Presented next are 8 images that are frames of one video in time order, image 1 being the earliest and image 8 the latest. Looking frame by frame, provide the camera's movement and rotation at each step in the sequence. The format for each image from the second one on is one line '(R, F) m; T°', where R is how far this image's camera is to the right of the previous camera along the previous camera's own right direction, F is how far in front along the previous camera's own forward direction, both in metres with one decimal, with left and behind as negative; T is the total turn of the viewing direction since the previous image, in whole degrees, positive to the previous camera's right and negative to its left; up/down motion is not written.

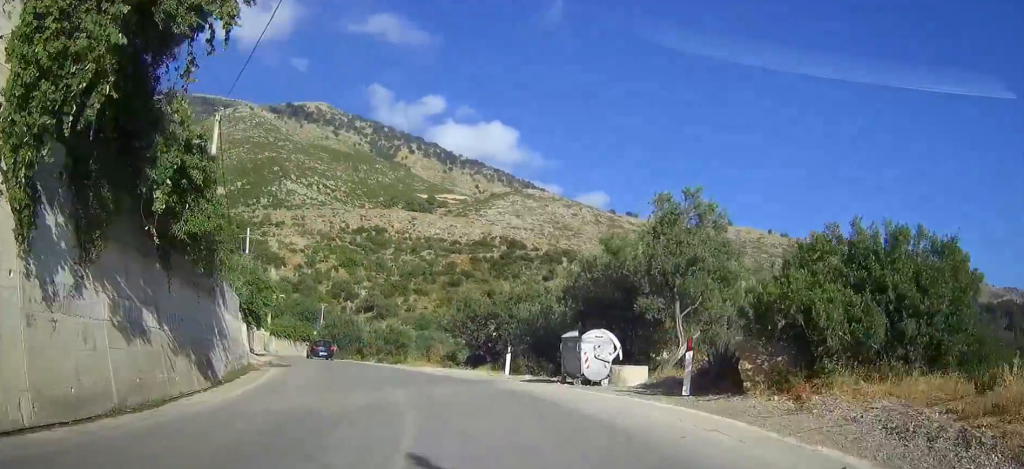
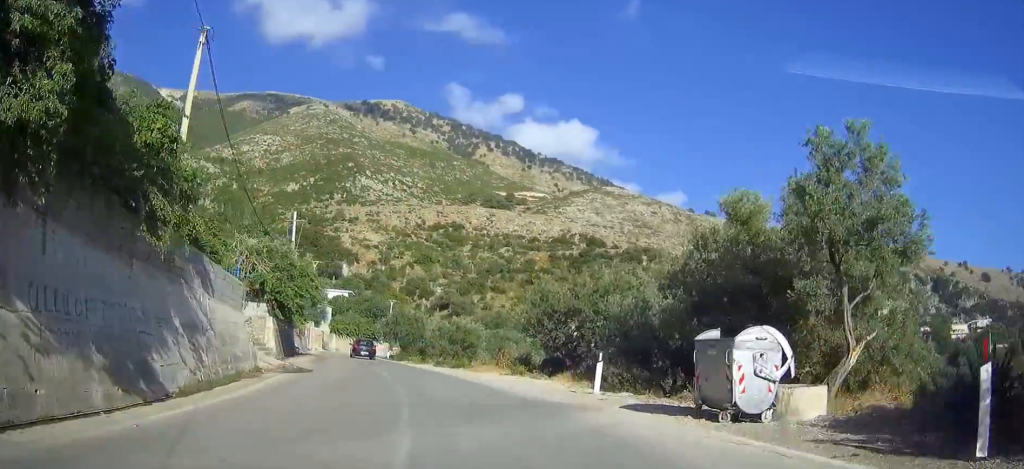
(+0.2, +7.2) m; -6°
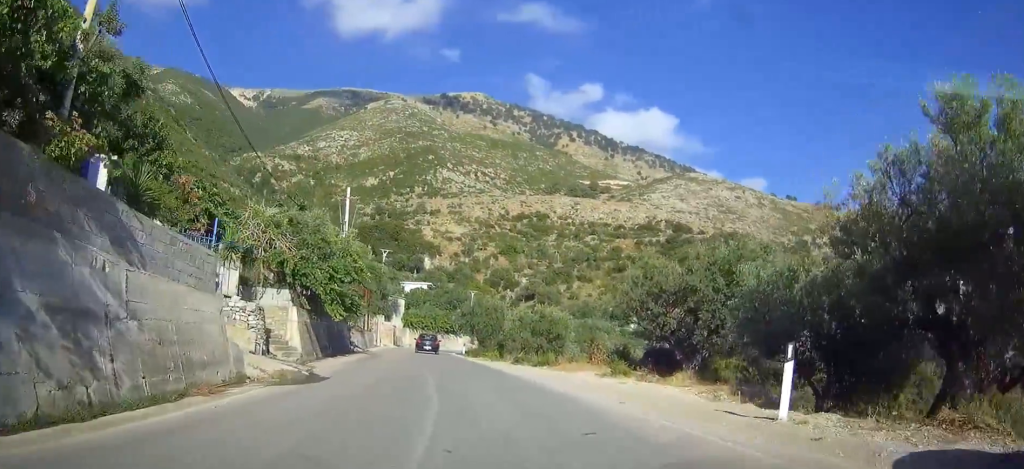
(-0.6, +7.6) m; -6°
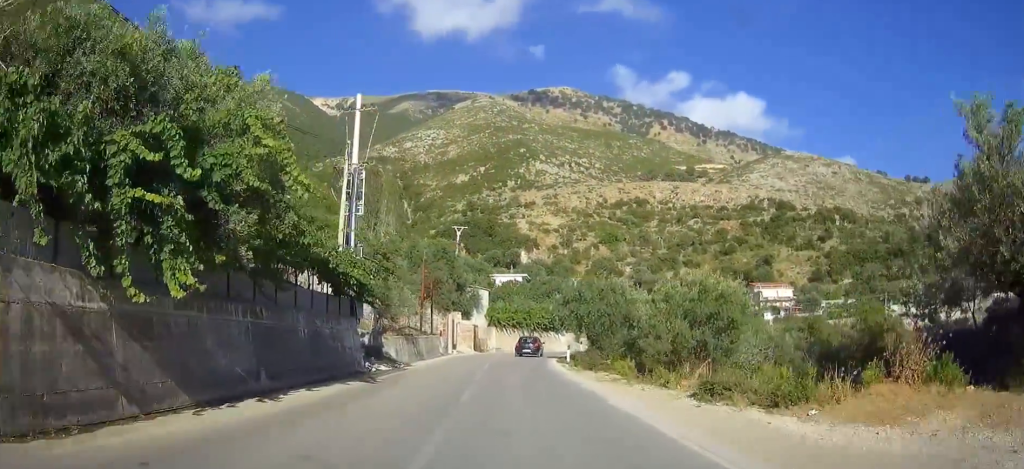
(-2.1, +19.5) m; -6°
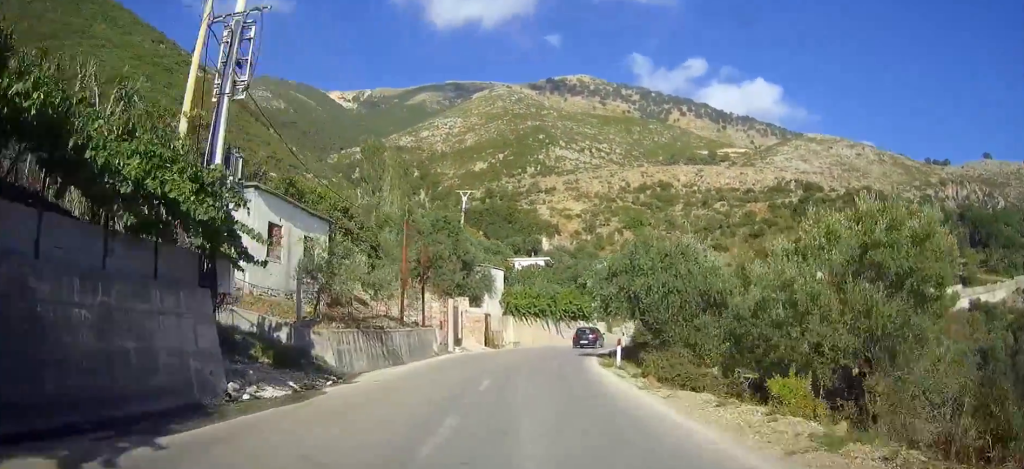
(0.0, +13.1) m; 0°
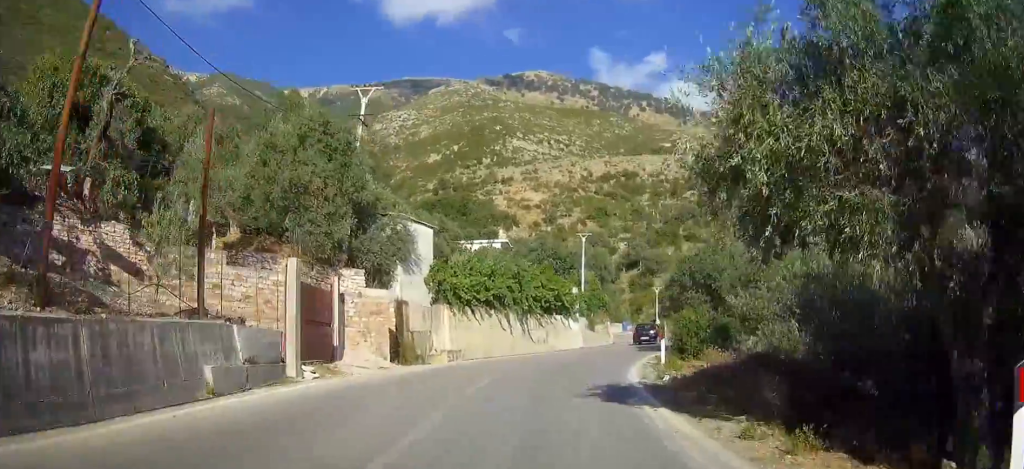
(0.0, +22.7) m; +1°
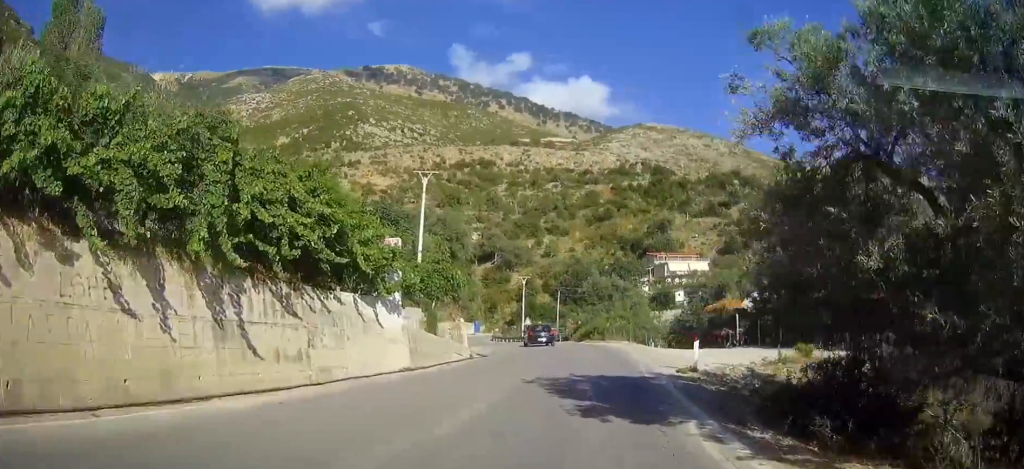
(+1.4, +26.0) m; +10°
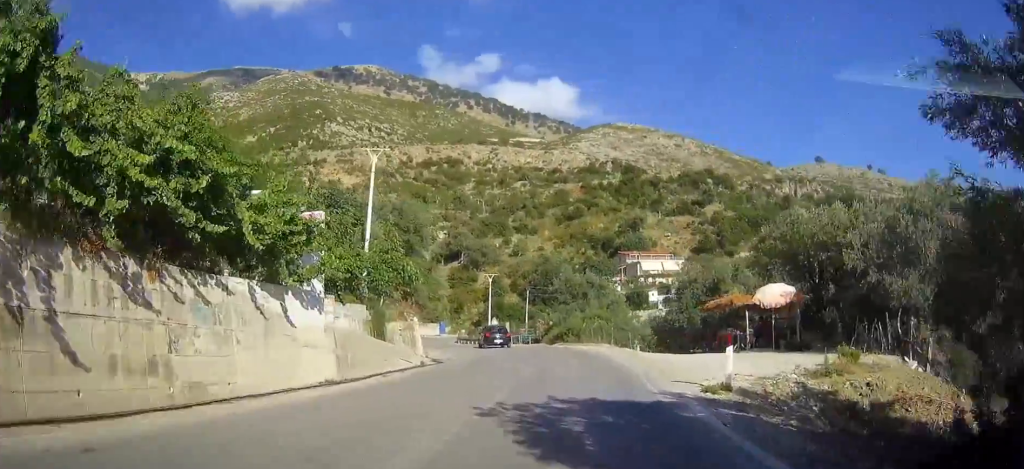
(+0.4, +5.5) m; +2°
